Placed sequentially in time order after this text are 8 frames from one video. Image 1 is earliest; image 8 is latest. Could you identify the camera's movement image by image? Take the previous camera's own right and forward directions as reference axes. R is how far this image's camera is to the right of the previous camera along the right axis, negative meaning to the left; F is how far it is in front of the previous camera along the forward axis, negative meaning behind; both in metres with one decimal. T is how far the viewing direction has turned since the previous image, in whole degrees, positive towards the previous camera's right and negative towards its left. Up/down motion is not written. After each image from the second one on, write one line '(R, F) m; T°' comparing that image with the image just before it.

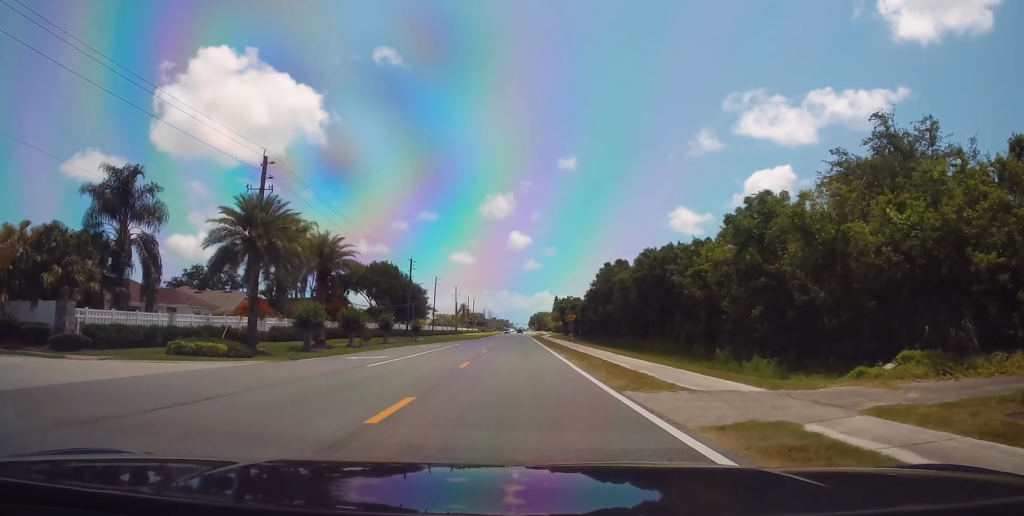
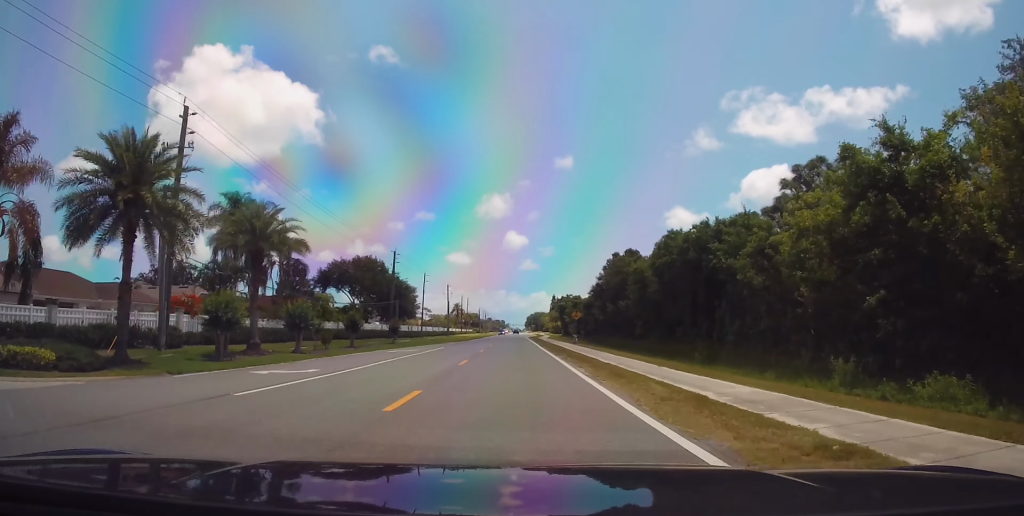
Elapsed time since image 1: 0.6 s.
(+0.2, +10.5) m; +1°
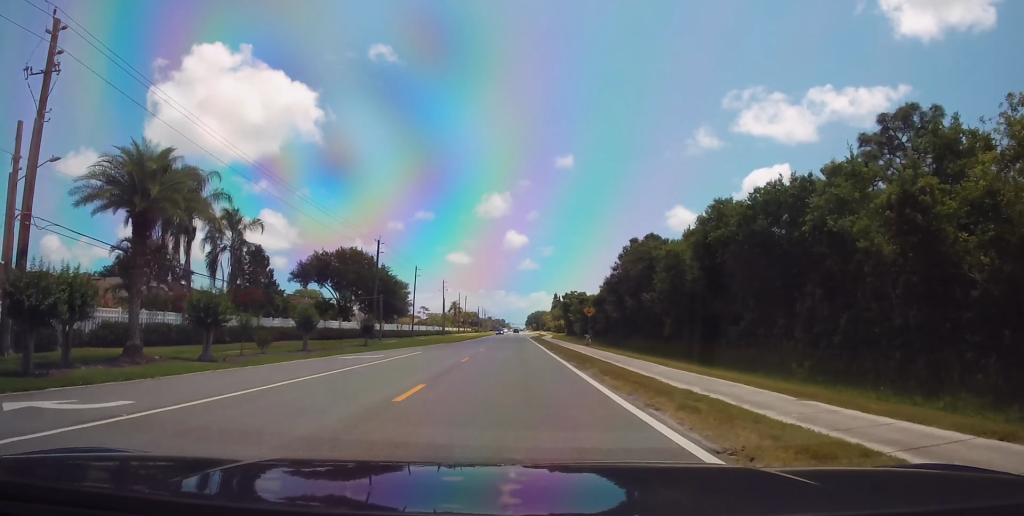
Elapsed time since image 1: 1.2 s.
(+0.1, +11.1) m; 0°
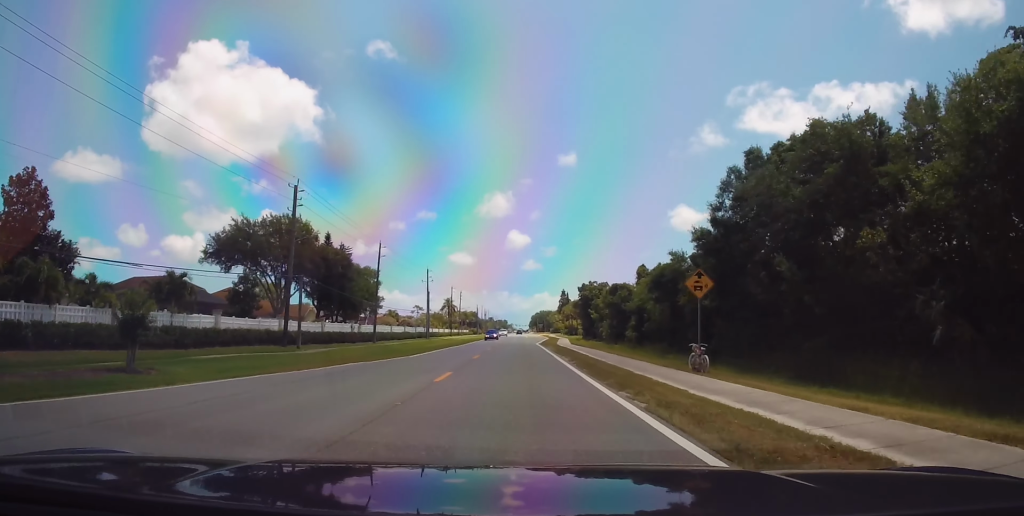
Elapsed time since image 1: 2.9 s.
(0.0, +31.3) m; 0°
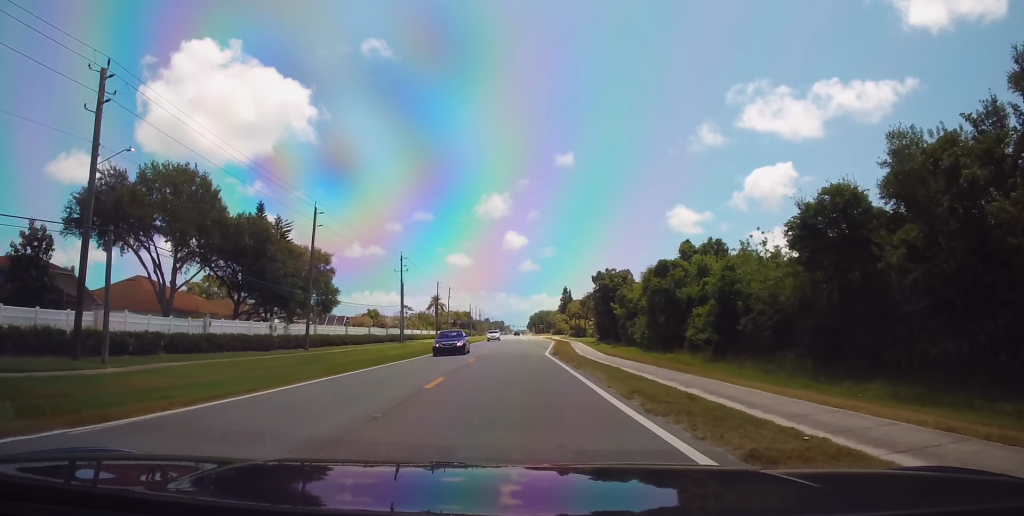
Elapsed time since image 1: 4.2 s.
(0.0, +24.9) m; 0°
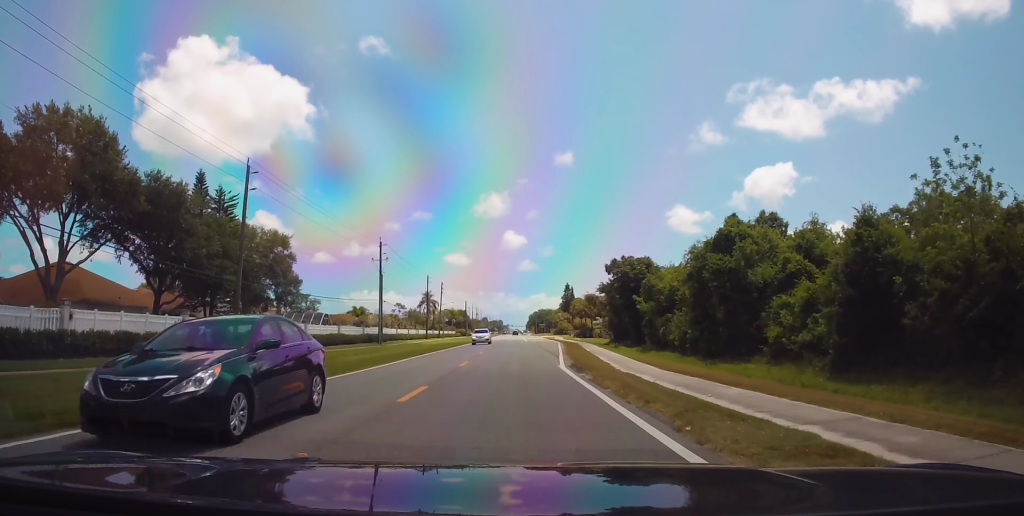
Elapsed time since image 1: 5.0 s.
(0.0, +14.3) m; 0°
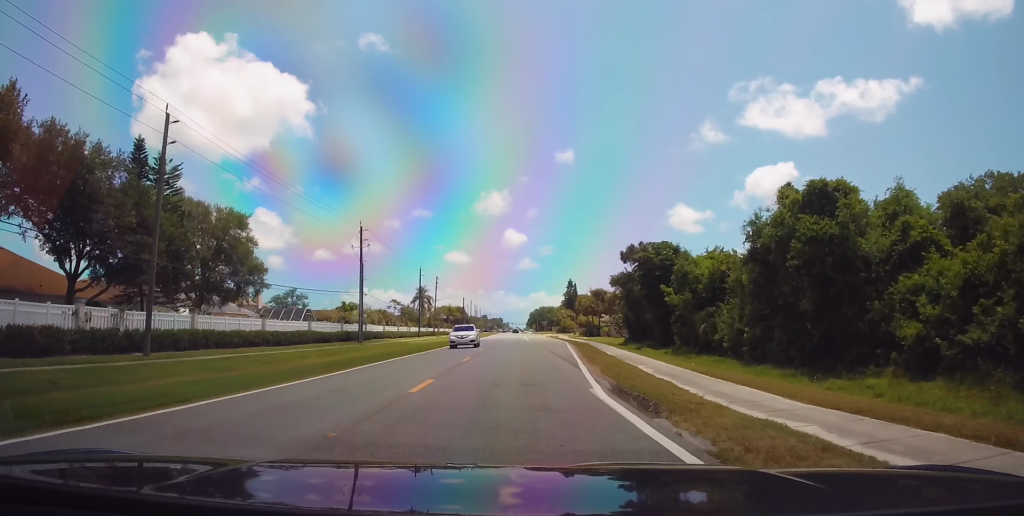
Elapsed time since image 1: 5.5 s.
(+0.1, +10.5) m; -1°
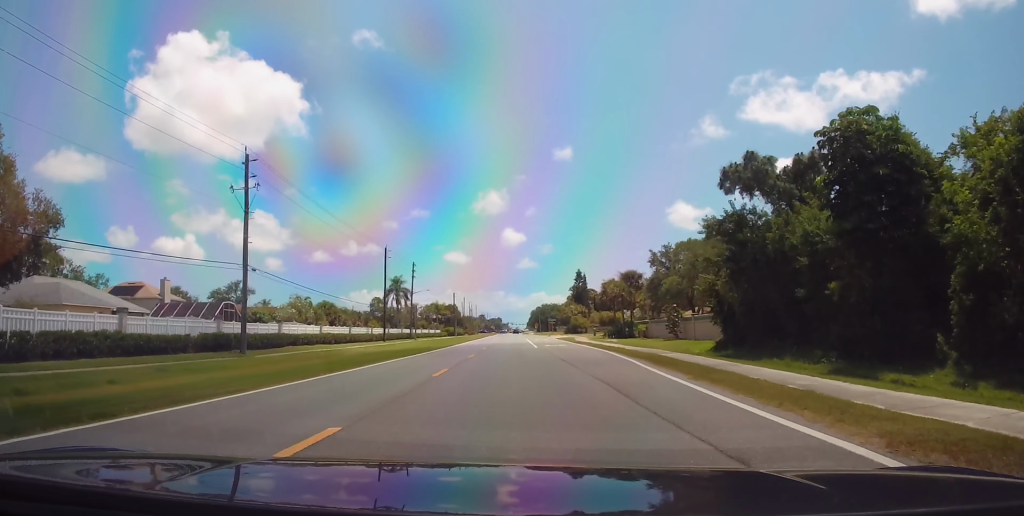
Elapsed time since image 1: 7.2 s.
(-0.4, +31.2) m; 0°
